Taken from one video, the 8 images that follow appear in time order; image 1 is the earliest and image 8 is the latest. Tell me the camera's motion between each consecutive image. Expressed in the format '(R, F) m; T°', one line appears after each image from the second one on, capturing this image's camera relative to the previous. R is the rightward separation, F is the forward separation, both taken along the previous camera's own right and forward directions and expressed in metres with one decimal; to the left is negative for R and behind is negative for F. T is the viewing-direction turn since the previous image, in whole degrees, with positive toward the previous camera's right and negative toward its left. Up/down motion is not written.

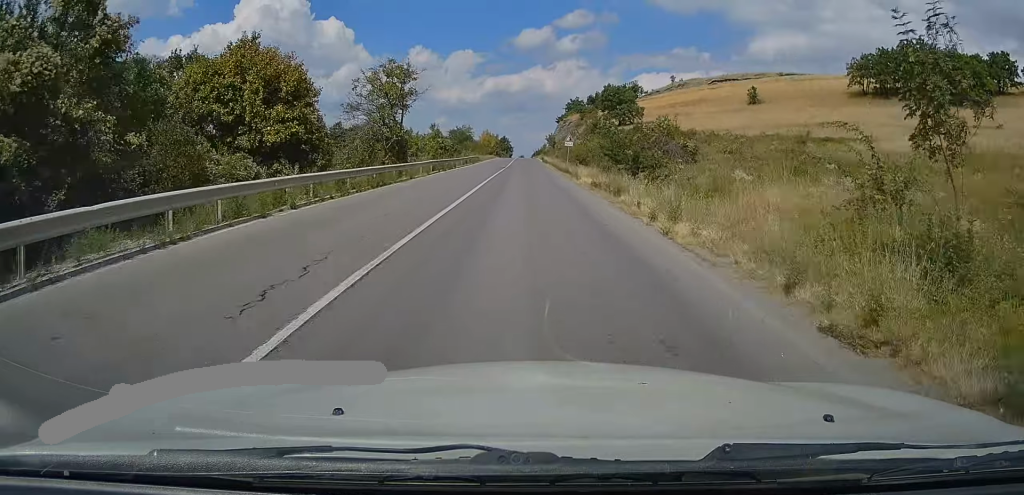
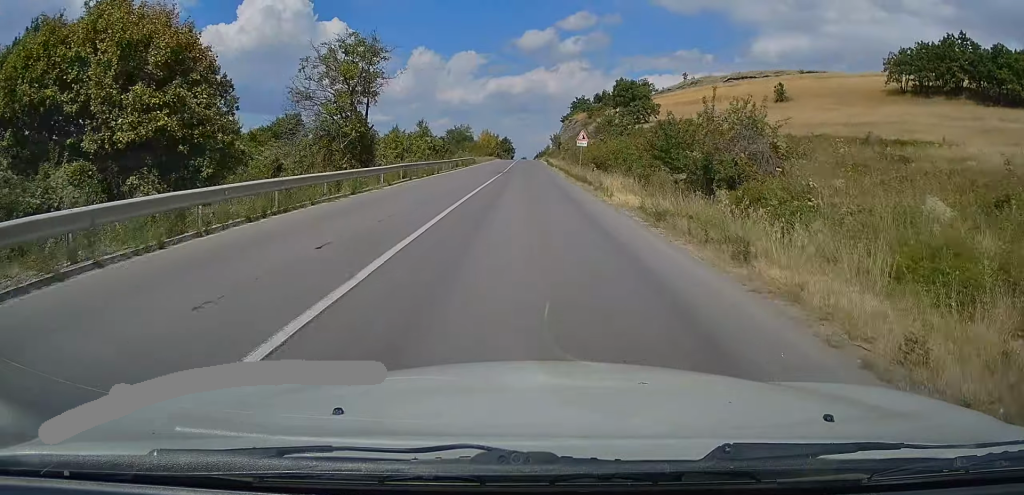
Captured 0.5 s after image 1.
(-0.1, +10.8) m; 0°
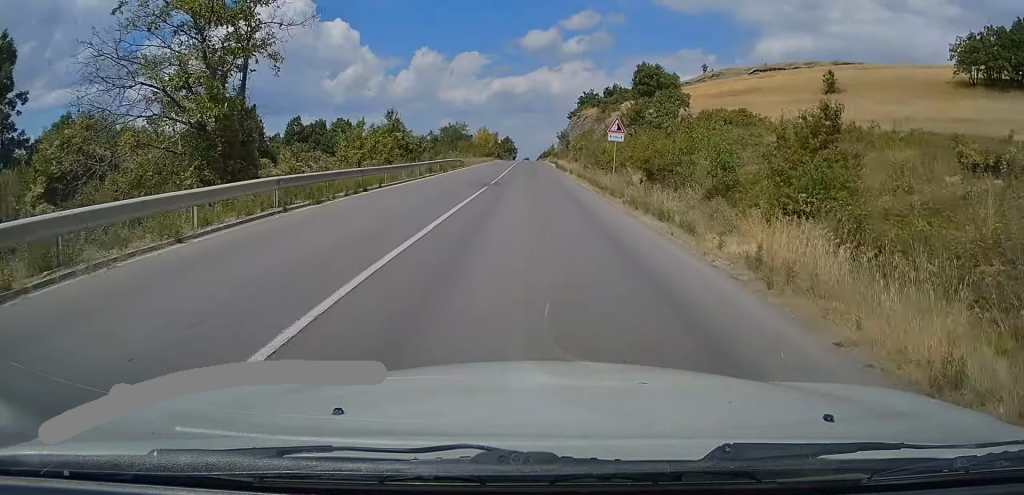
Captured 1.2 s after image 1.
(+0.1, +16.2) m; 0°
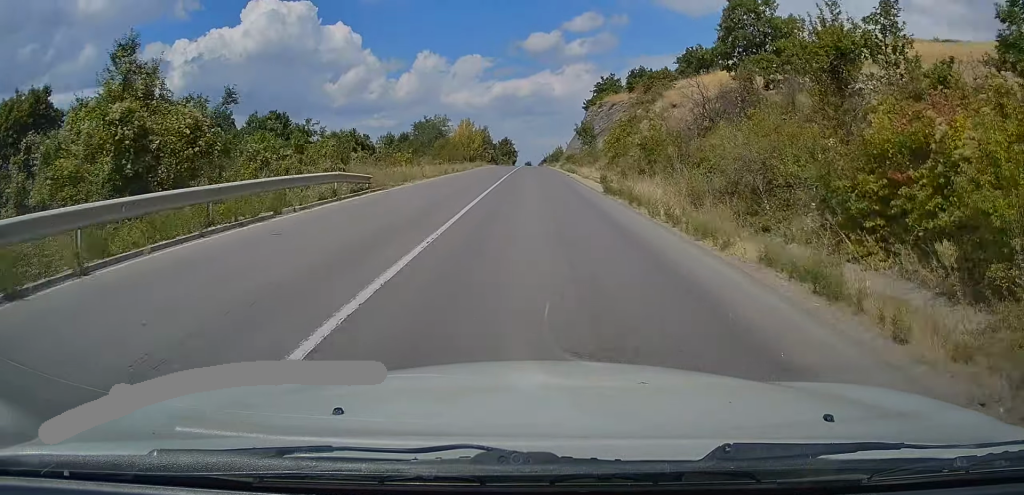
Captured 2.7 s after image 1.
(-0.3, +35.7) m; -1°
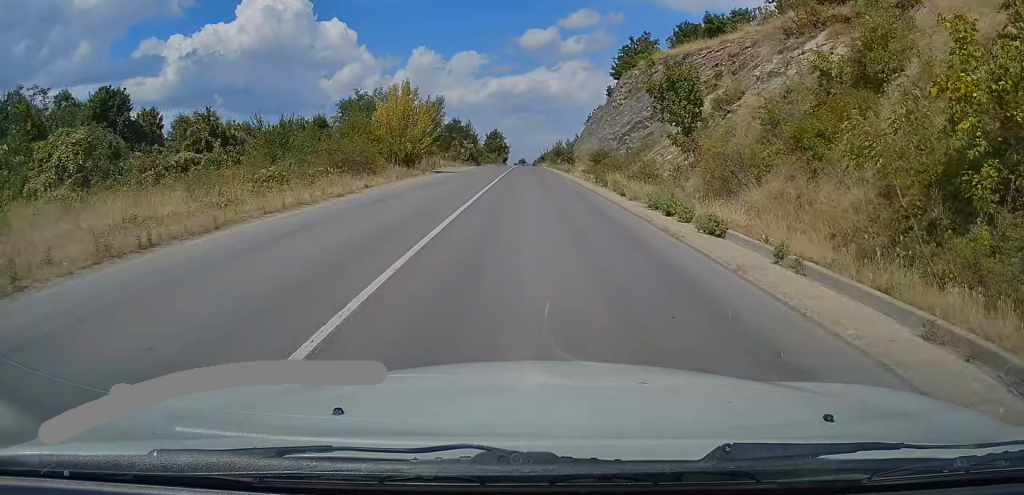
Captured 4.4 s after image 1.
(+0.6, +40.8) m; +1°
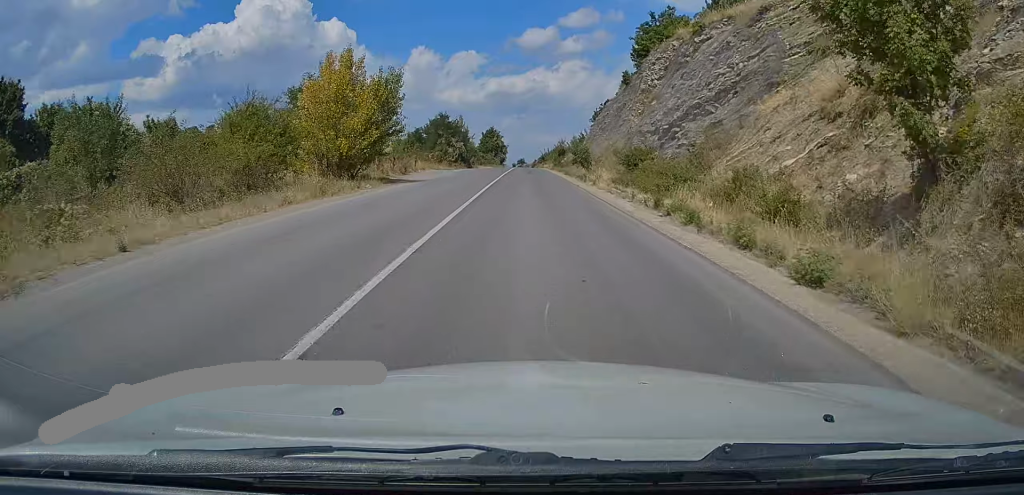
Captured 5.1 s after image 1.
(-0.1, +14.9) m; 0°
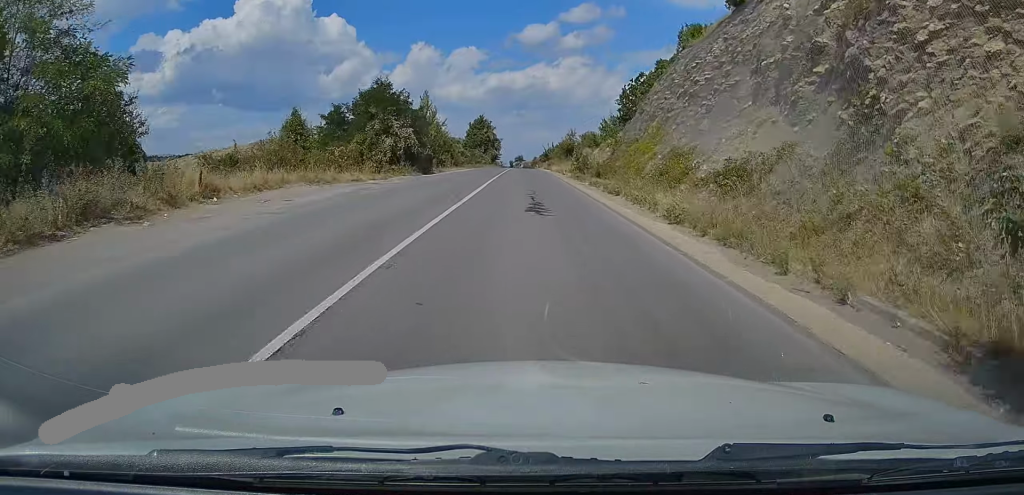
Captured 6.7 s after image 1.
(+0.2, +37.8) m; 0°
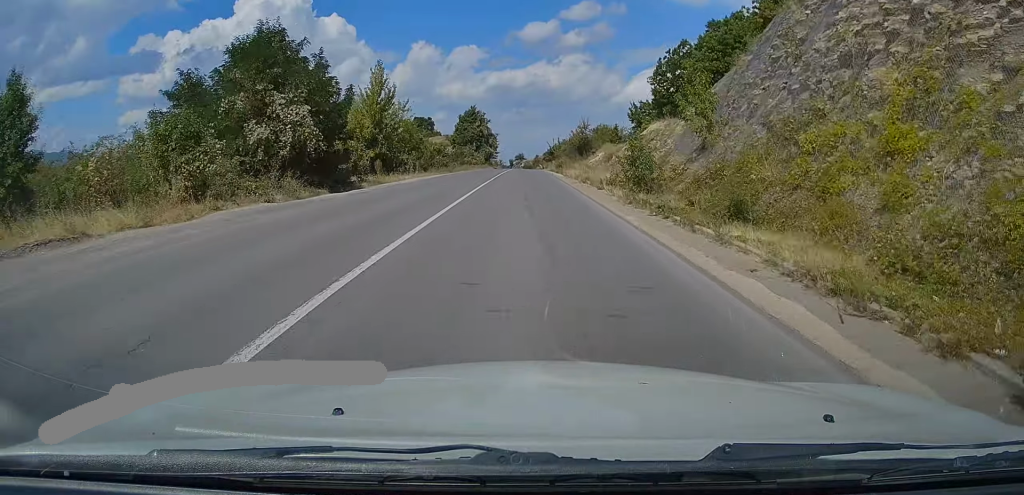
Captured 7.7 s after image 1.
(-0.3, +23.7) m; 0°
